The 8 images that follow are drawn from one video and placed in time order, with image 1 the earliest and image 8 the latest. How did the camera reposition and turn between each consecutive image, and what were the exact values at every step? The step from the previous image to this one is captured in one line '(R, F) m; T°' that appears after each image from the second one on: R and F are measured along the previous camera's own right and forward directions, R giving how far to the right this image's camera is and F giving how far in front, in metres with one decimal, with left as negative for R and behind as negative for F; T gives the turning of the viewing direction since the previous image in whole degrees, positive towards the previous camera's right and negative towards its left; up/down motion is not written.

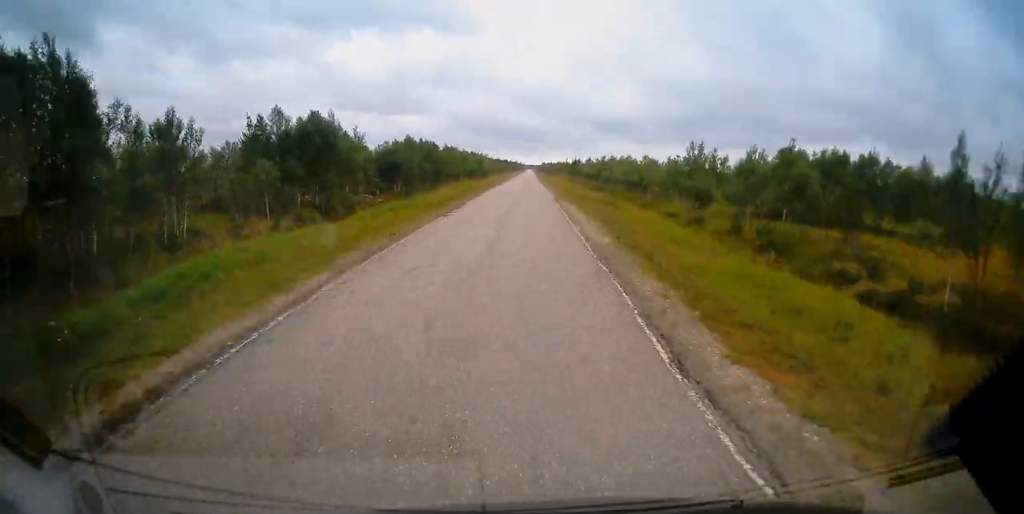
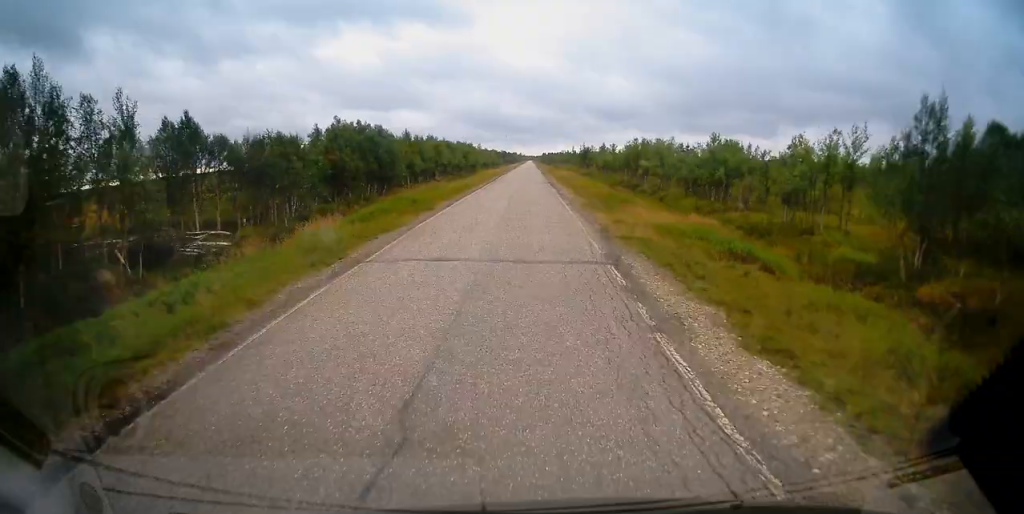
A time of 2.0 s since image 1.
(+0.1, +27.9) m; 0°
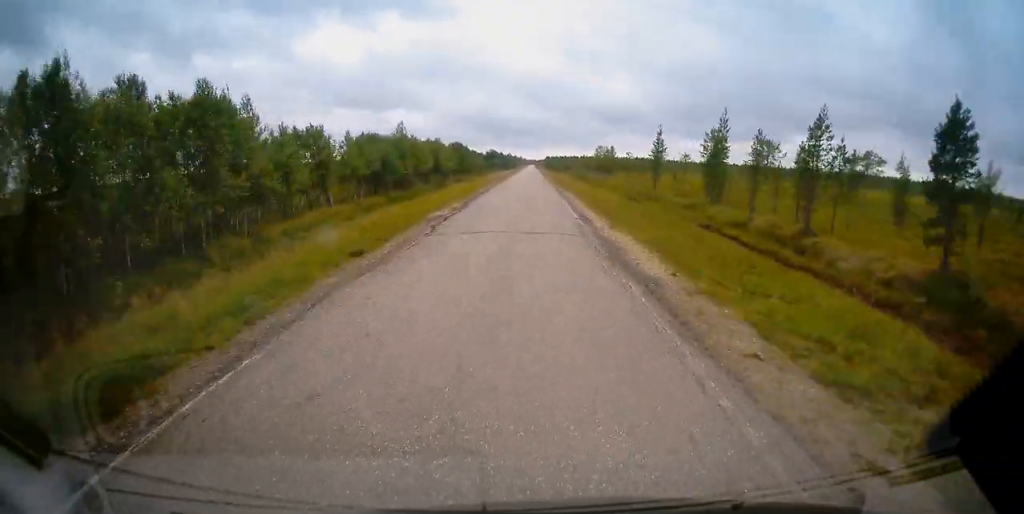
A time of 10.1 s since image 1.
(-0.5, +117.9) m; 0°
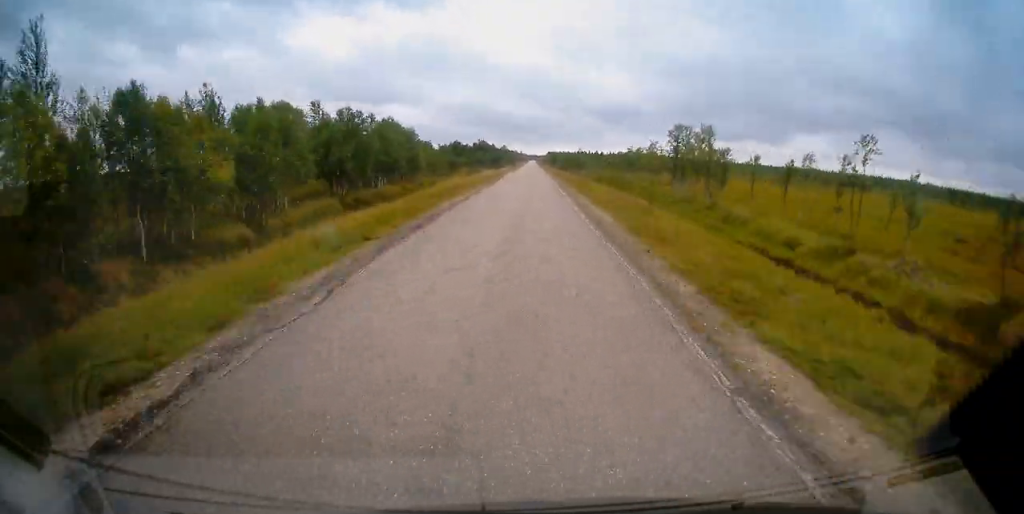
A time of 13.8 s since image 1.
(+0.2, +56.4) m; 0°
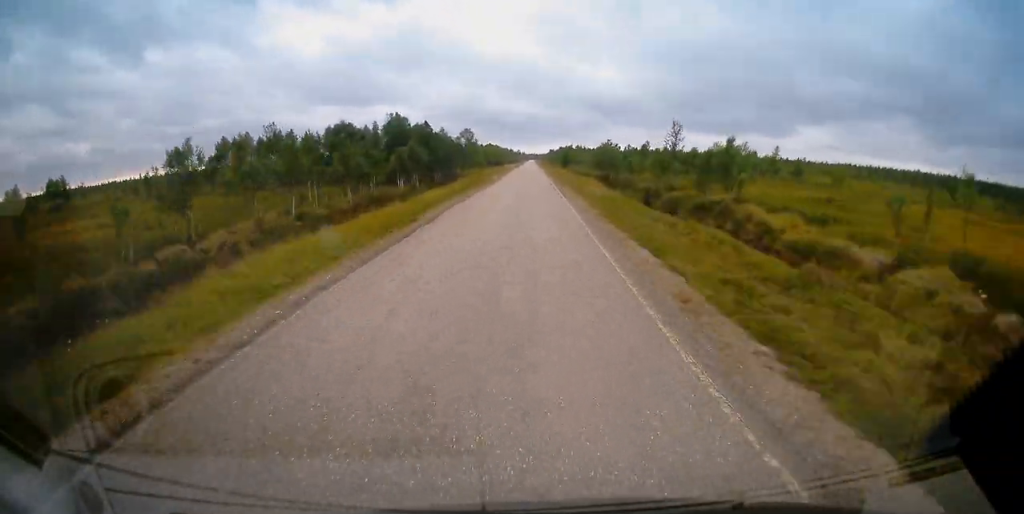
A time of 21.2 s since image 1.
(0.0, +113.4) m; 0°
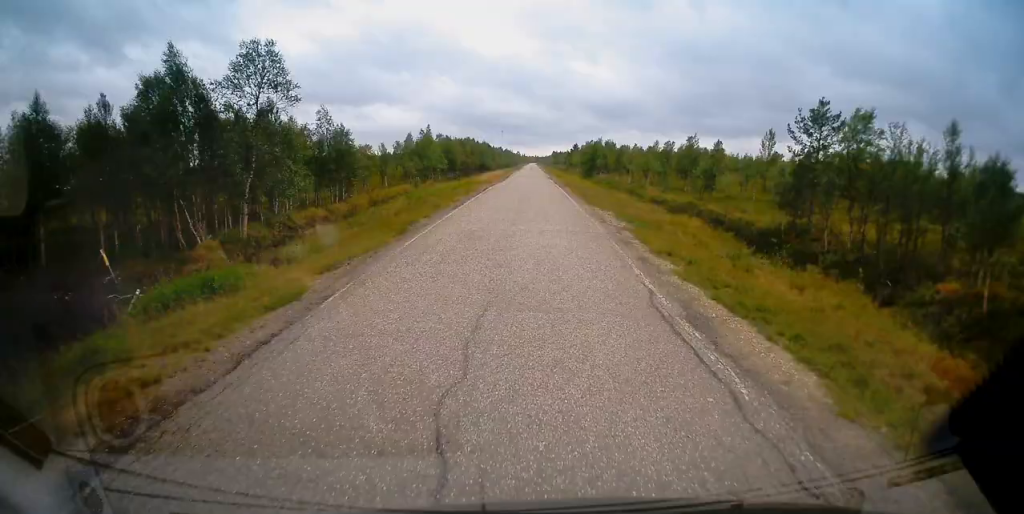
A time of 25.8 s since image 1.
(+0.1, +72.2) m; 0°
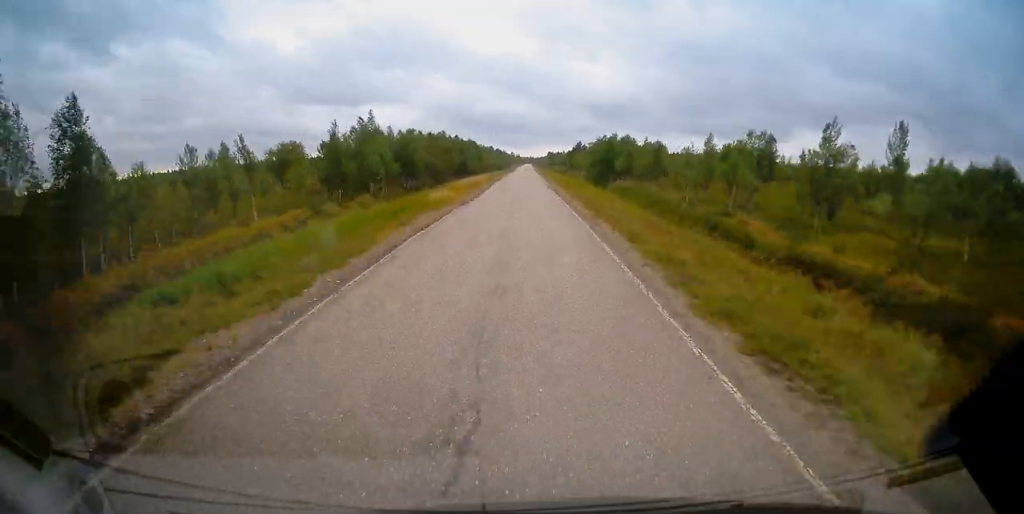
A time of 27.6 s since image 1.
(0.0, +28.1) m; 0°
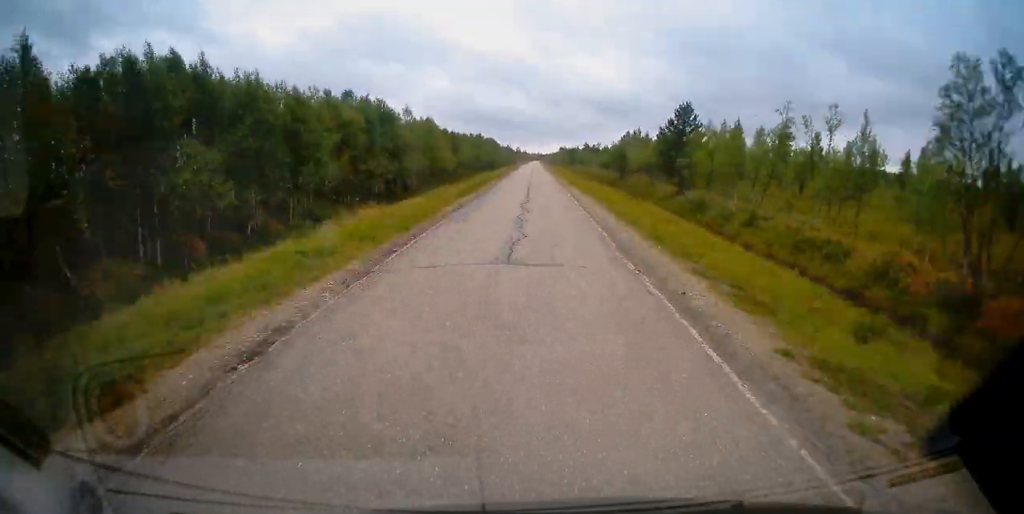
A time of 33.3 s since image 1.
(-0.1, +88.7) m; 0°
